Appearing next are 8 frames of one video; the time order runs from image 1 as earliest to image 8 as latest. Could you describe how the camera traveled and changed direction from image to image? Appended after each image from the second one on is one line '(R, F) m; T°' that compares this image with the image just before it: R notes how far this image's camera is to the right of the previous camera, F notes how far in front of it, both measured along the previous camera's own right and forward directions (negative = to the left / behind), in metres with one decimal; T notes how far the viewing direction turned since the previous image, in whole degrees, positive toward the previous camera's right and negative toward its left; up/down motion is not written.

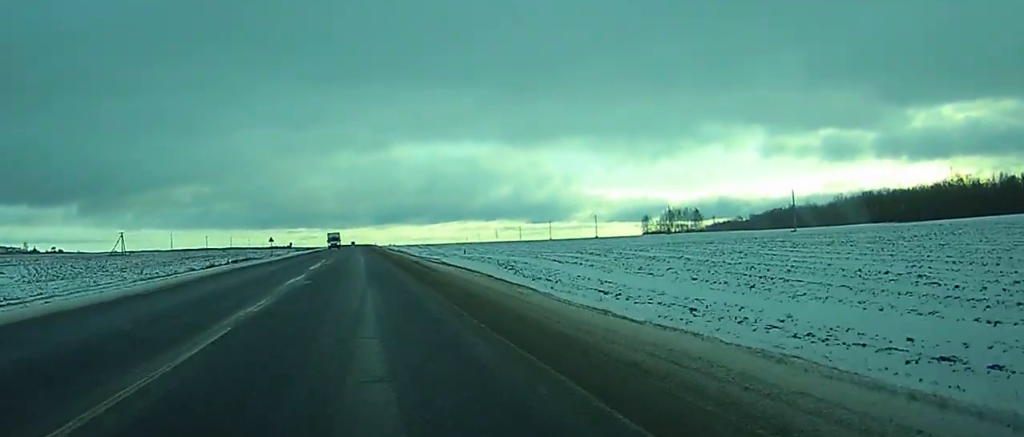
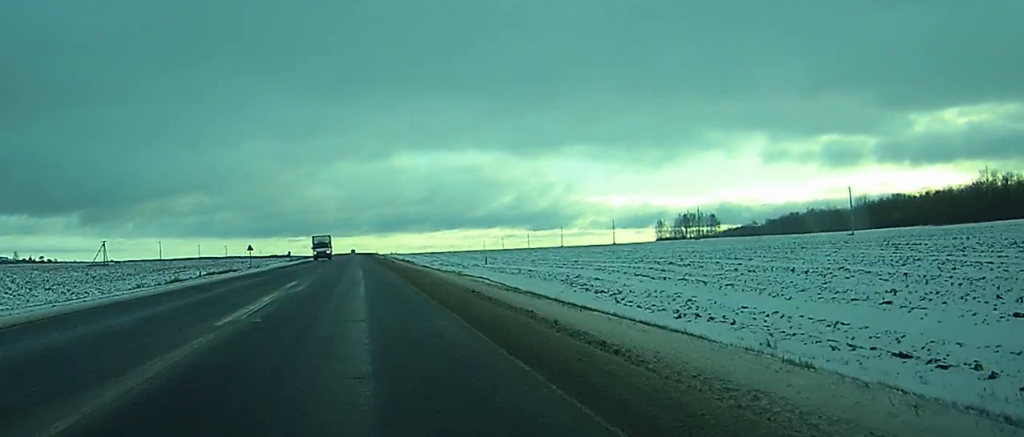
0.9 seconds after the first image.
(-0.2, +24.4) m; 0°
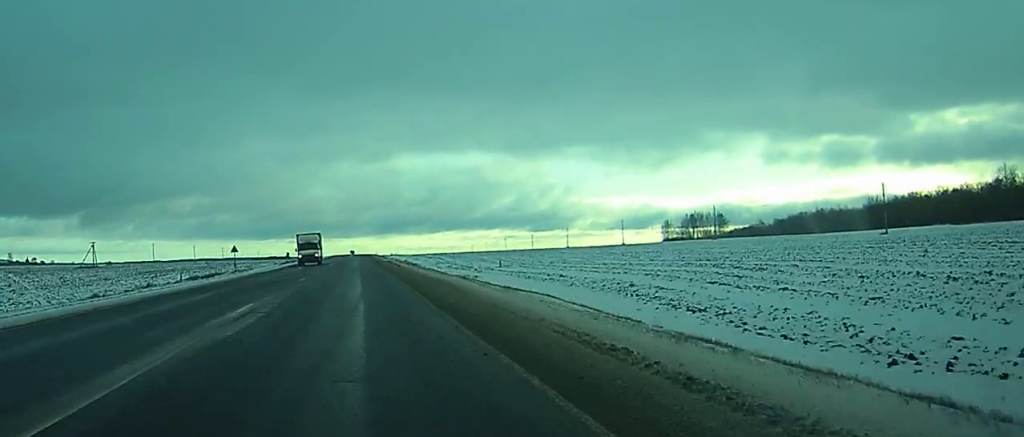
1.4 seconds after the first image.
(-0.1, +12.2) m; 0°
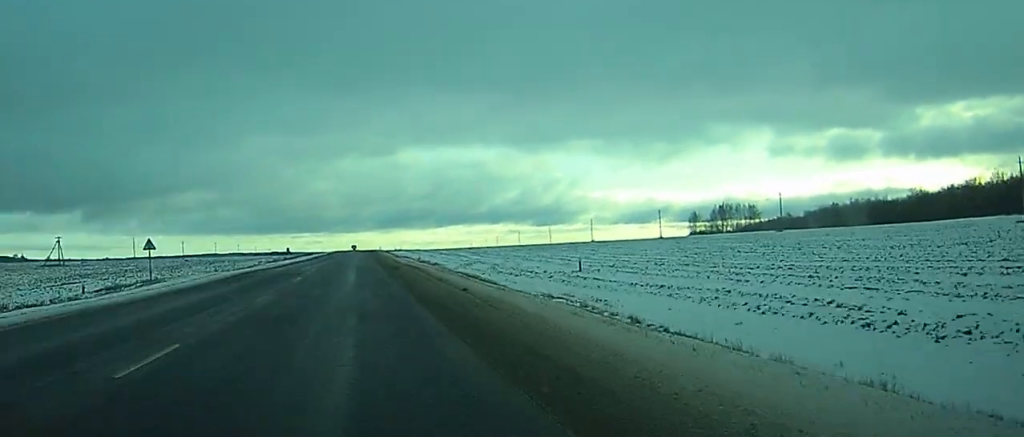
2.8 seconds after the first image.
(+0.3, +37.6) m; 0°
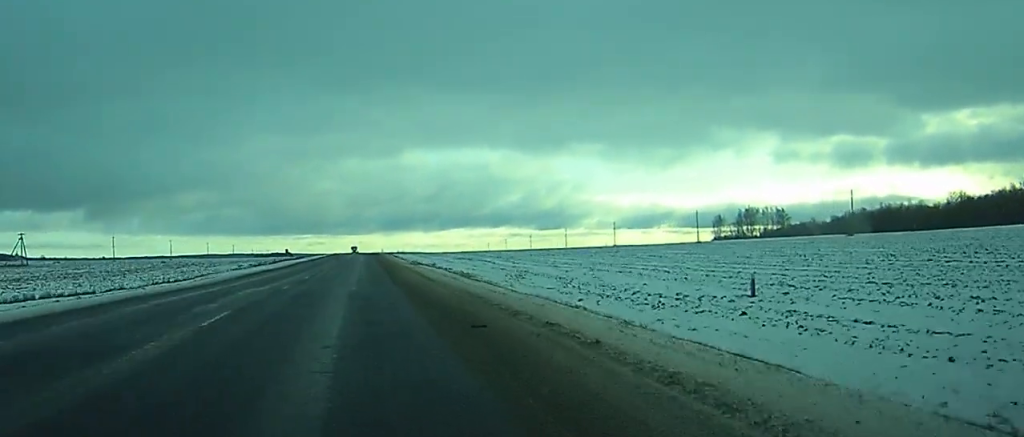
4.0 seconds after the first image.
(0.0, +30.7) m; 0°
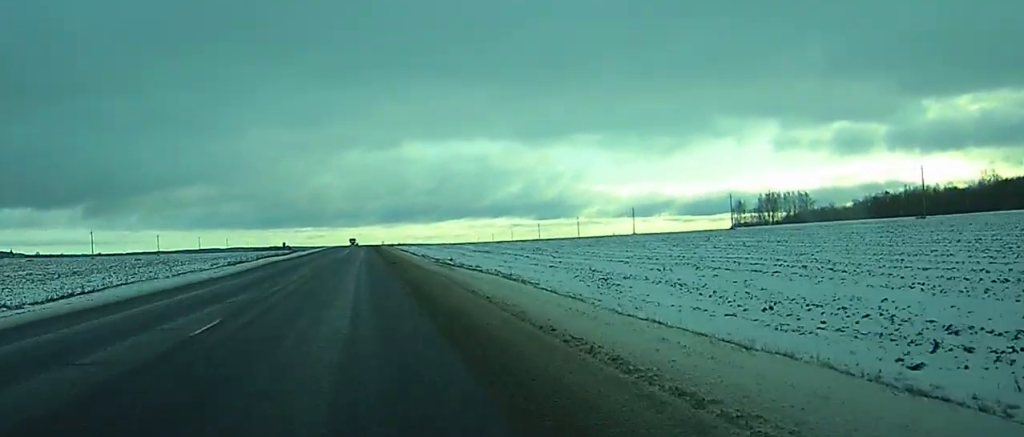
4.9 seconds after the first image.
(0.0, +24.6) m; 0°
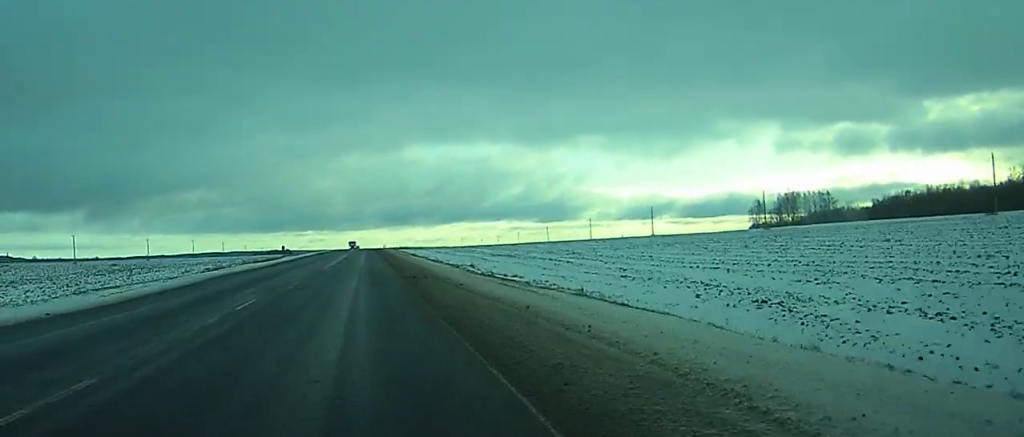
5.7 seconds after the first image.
(0.0, +19.4) m; 0°
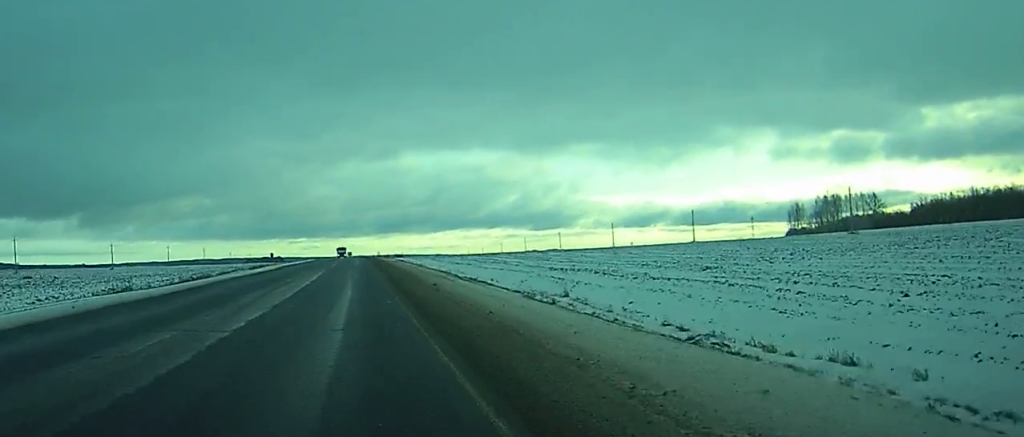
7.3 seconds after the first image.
(+0.1, +42.4) m; 0°
